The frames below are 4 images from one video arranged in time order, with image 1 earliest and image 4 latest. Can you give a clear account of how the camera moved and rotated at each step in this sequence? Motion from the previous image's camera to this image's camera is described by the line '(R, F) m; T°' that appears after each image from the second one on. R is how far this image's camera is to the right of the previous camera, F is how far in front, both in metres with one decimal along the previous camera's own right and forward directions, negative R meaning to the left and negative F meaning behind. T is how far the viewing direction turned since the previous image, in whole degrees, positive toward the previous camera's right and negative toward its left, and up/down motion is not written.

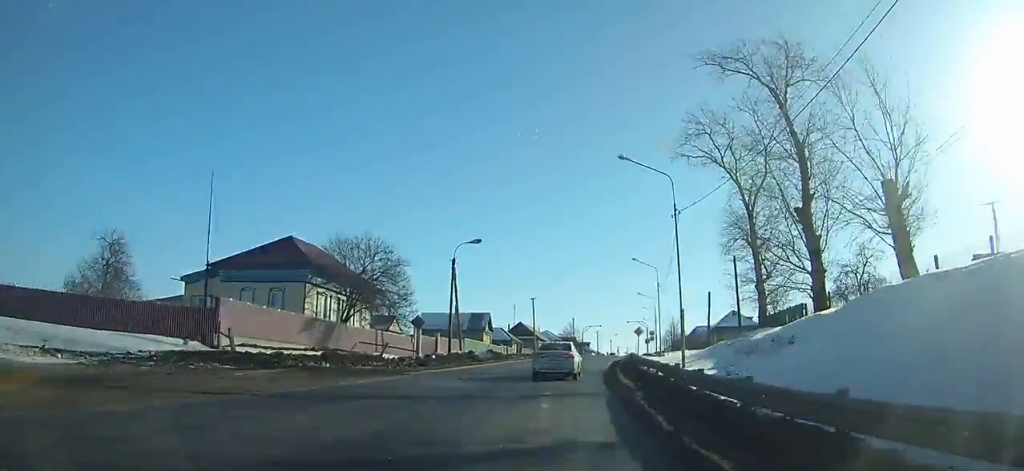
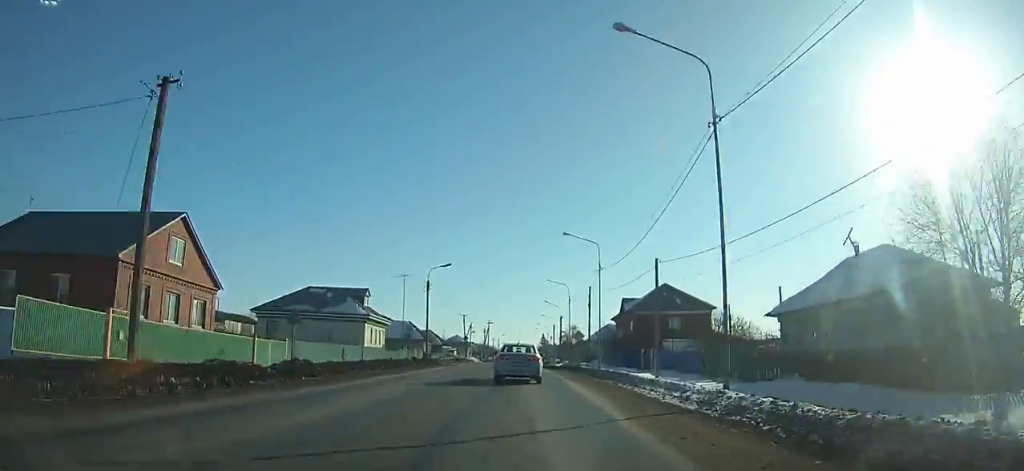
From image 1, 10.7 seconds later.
(+21.7, +129.3) m; +12°
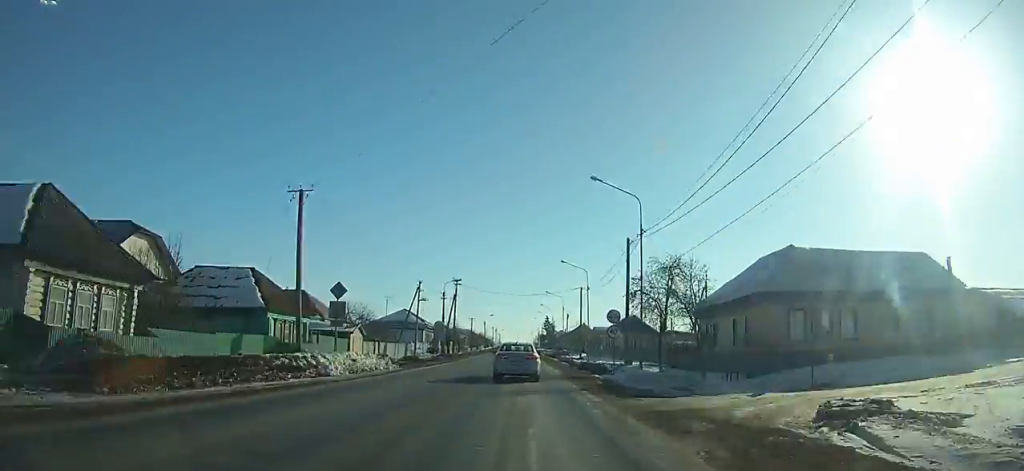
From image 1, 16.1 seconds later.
(-0.2, +67.5) m; 0°
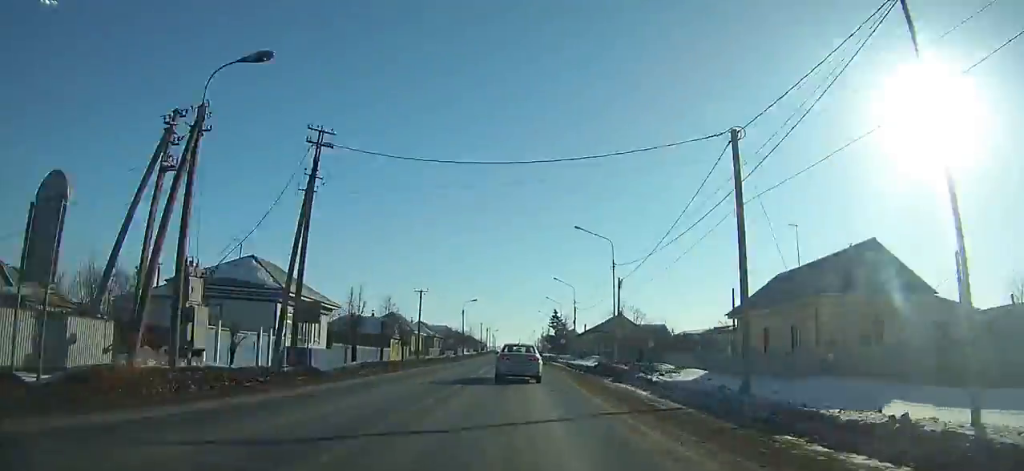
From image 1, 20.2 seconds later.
(+0.3, +53.2) m; 0°
